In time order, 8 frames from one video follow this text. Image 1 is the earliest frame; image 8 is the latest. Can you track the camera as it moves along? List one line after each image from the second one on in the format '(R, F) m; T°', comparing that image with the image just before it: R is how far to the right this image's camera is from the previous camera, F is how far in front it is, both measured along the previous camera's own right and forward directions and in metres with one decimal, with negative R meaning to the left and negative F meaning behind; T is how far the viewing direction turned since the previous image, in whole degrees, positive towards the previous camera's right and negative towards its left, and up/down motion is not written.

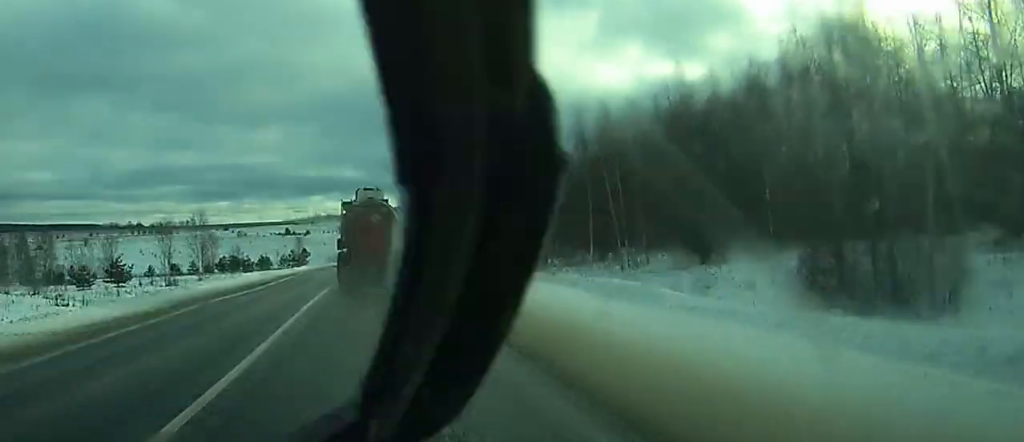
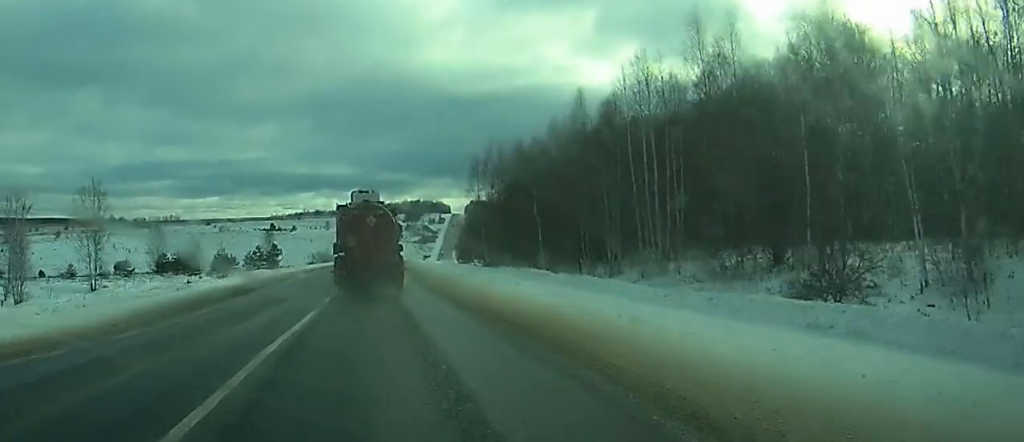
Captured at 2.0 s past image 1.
(-0.4, +44.1) m; -1°
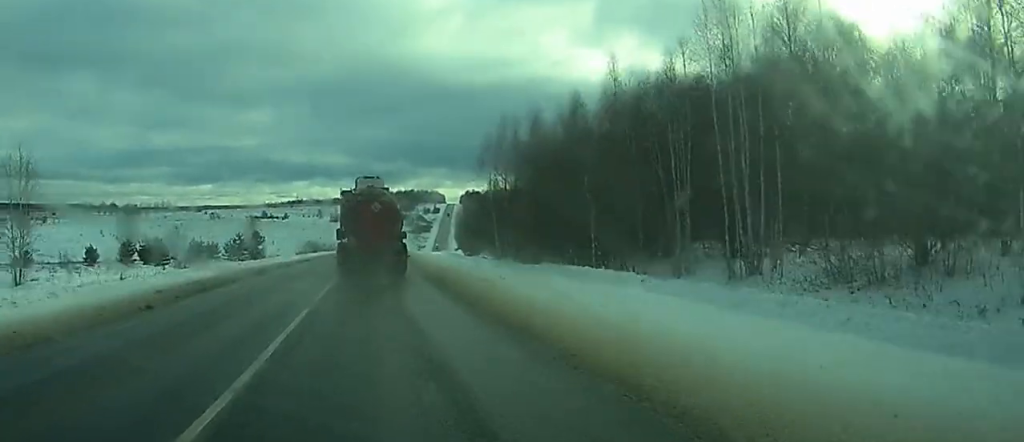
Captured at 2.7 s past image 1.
(+0.4, +15.6) m; +1°
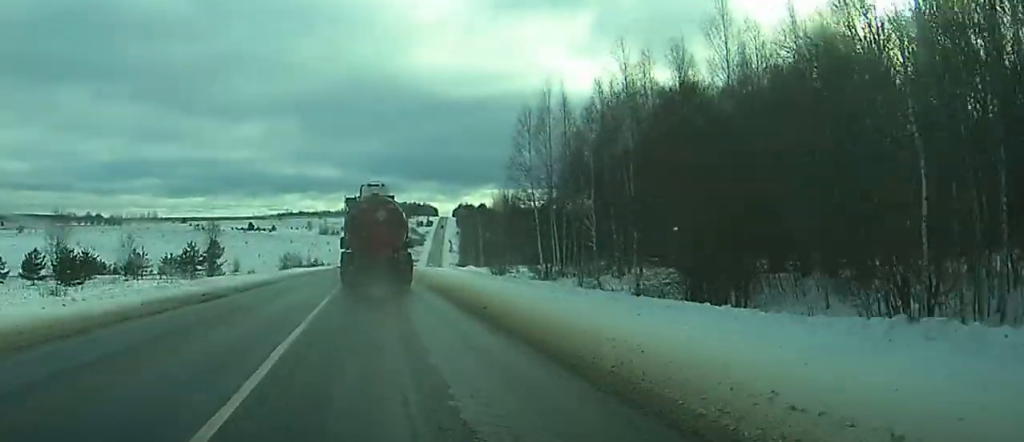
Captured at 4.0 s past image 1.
(+0.2, +28.9) m; 0°
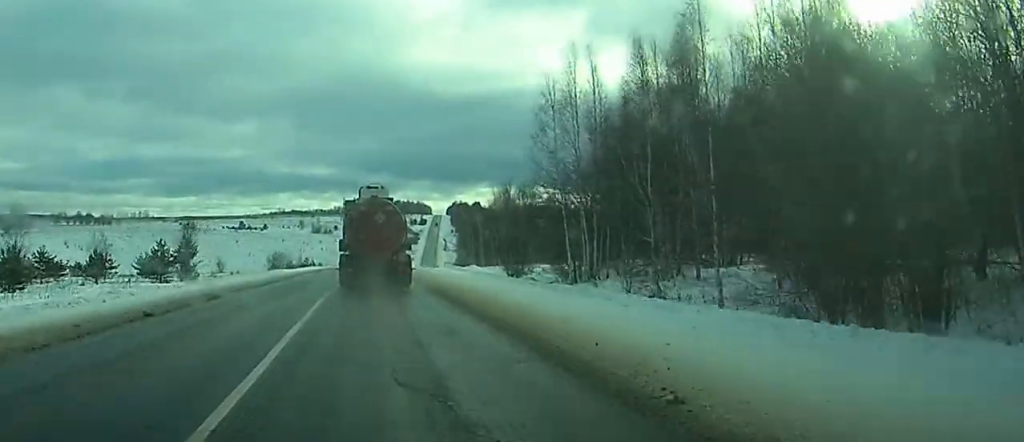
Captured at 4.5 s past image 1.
(0.0, +11.8) m; 0°
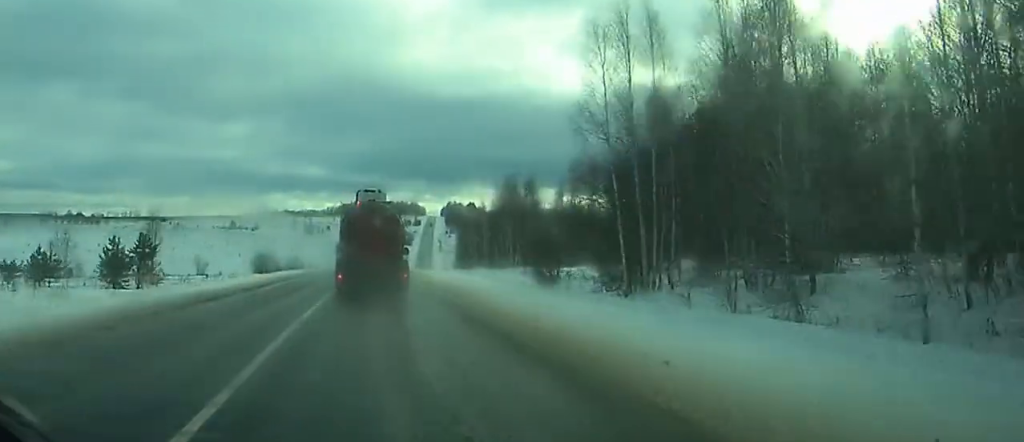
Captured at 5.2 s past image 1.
(0.0, +13.9) m; 0°
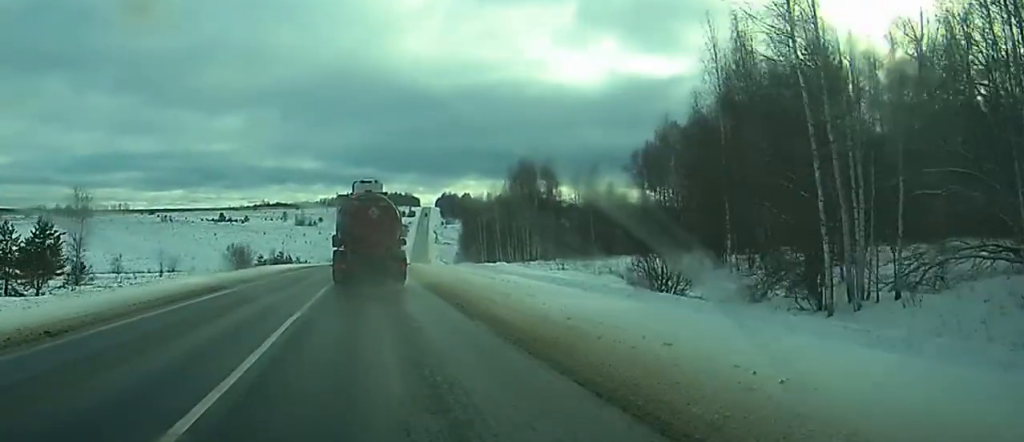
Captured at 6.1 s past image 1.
(+0.1, +21.1) m; 0°
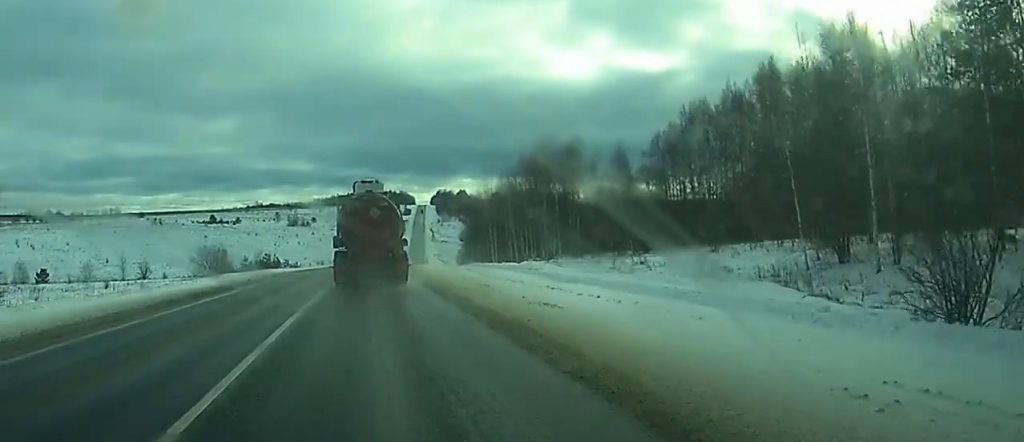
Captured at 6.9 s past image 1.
(0.0, +16.6) m; 0°
